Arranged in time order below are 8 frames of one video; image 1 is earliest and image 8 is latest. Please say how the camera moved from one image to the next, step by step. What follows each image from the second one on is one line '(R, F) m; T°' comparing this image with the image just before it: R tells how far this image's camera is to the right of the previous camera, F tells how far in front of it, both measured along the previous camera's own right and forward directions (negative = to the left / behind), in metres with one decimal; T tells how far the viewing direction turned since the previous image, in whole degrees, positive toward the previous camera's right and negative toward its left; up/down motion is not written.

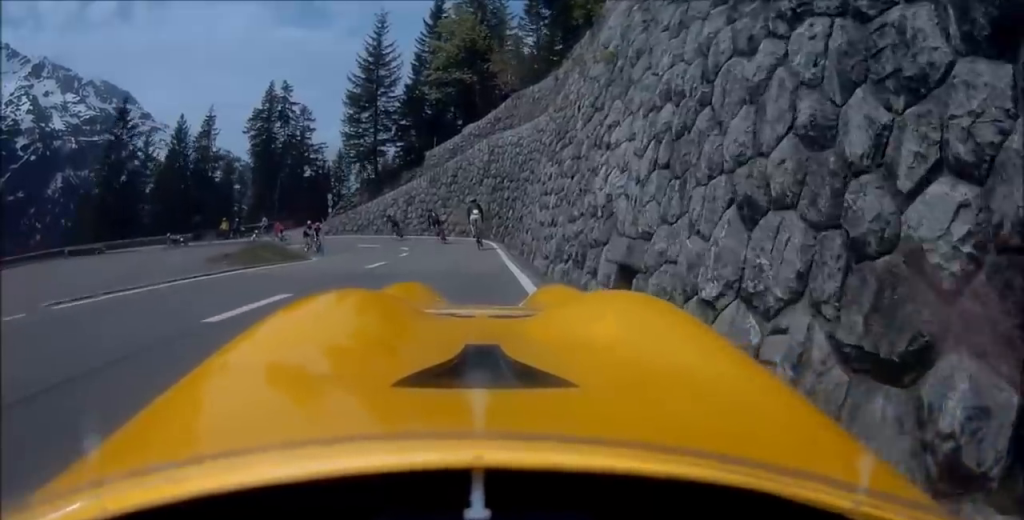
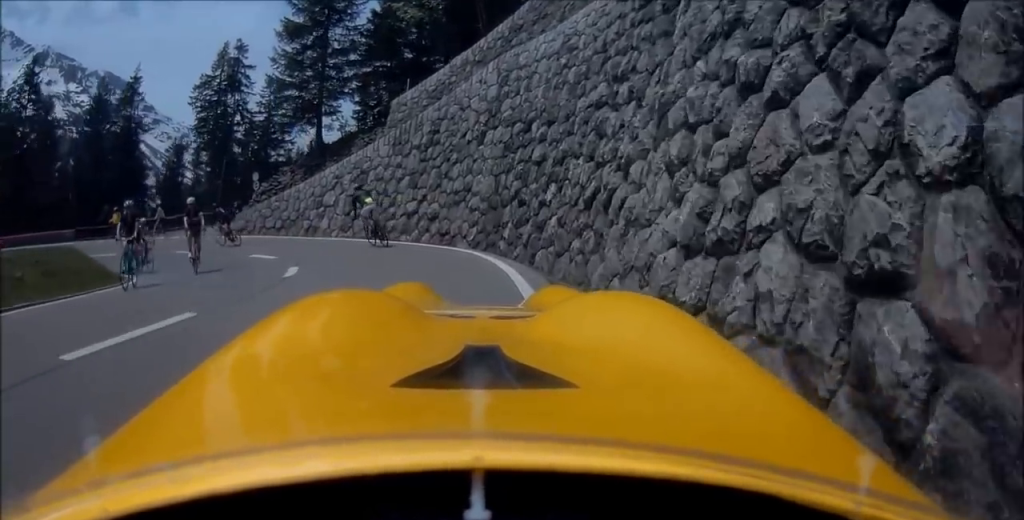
(+0.9, +16.3) m; -2°
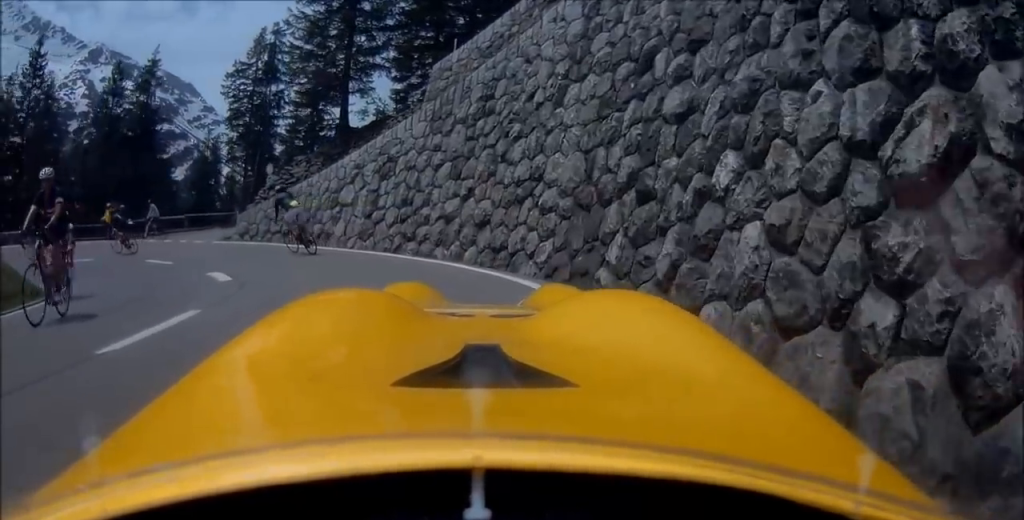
(-0.7, +7.0) m; -10°
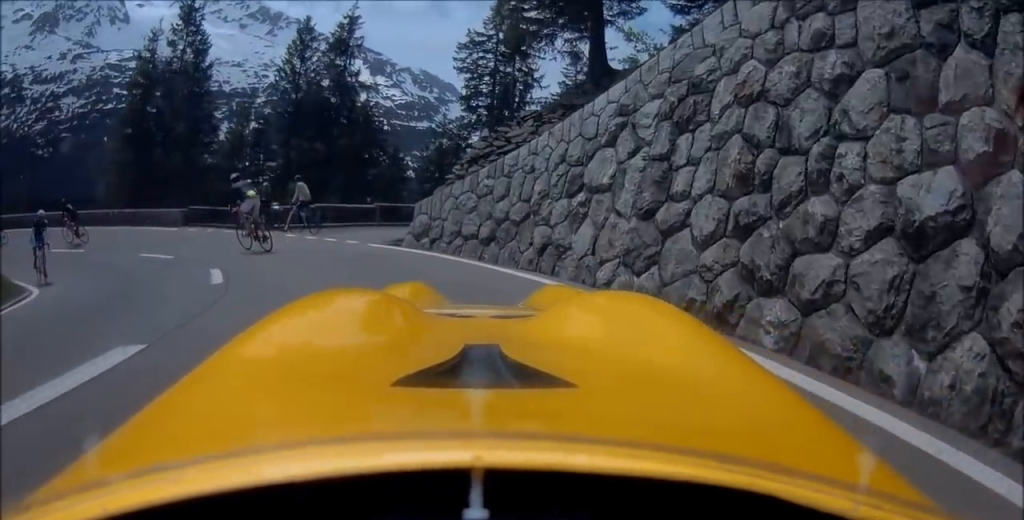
(-1.7, +10.3) m; -23°
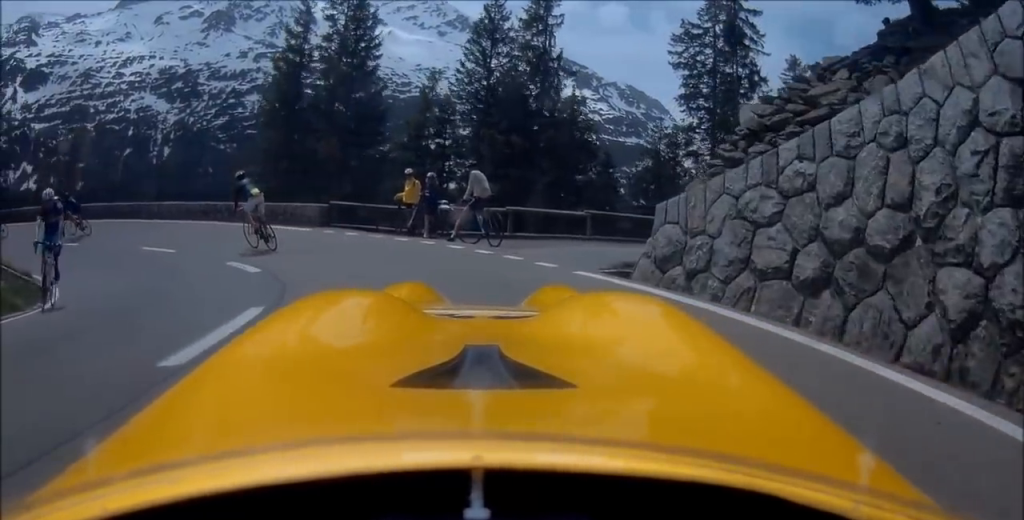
(-1.0, +5.9) m; -17°
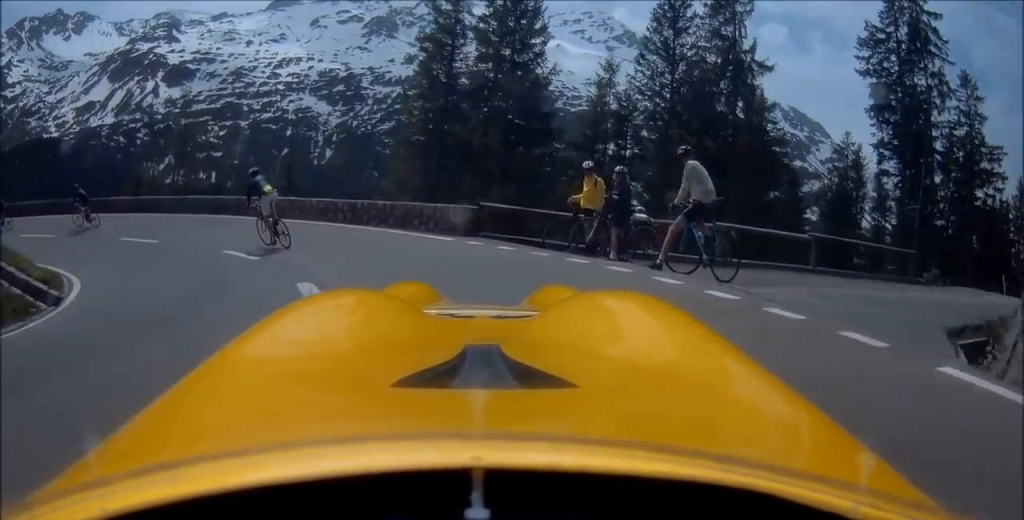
(-0.1, +4.7) m; -14°
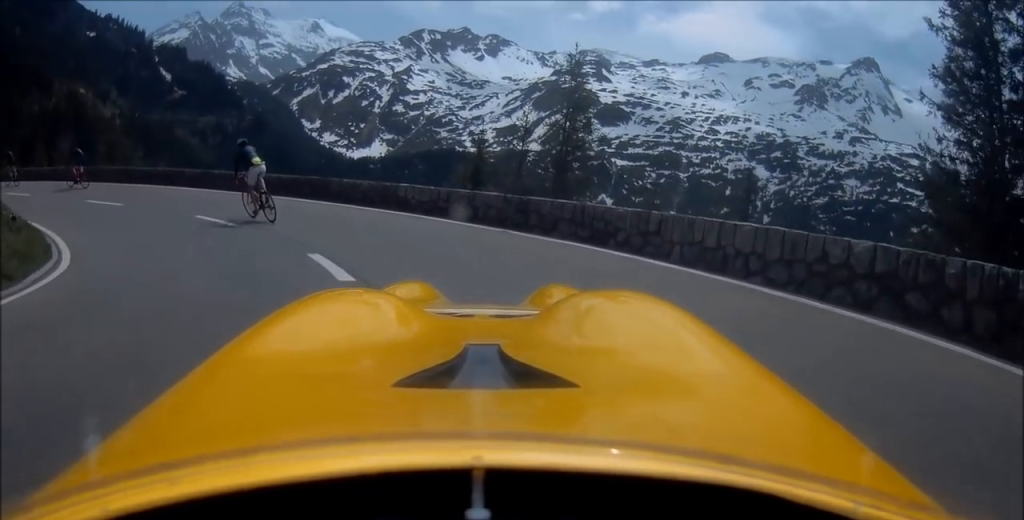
(-4.0, +13.6) m; -23°
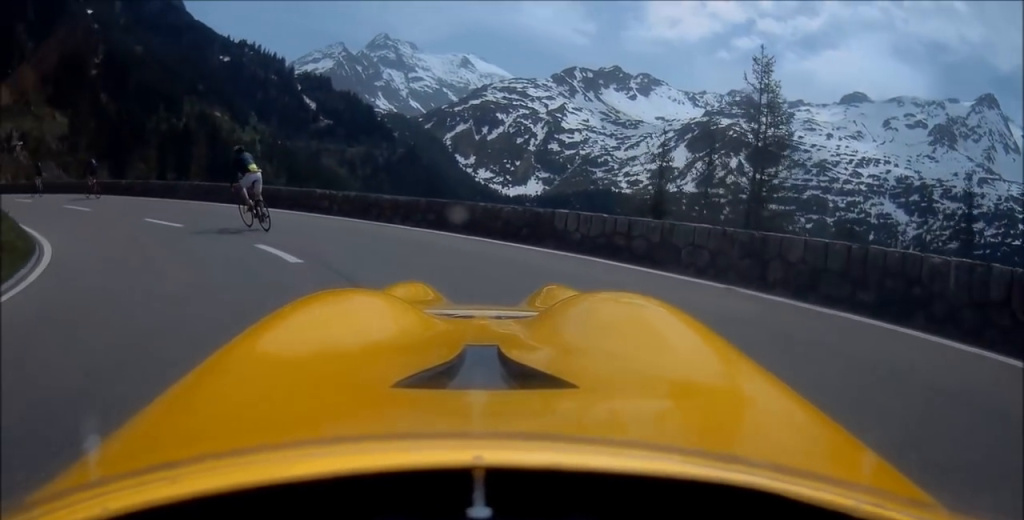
(+0.1, +5.7) m; -6°
